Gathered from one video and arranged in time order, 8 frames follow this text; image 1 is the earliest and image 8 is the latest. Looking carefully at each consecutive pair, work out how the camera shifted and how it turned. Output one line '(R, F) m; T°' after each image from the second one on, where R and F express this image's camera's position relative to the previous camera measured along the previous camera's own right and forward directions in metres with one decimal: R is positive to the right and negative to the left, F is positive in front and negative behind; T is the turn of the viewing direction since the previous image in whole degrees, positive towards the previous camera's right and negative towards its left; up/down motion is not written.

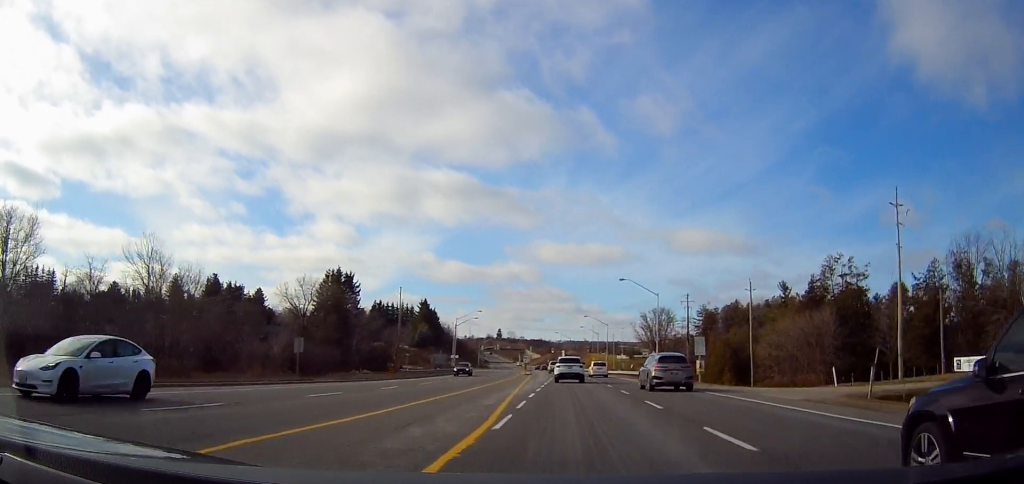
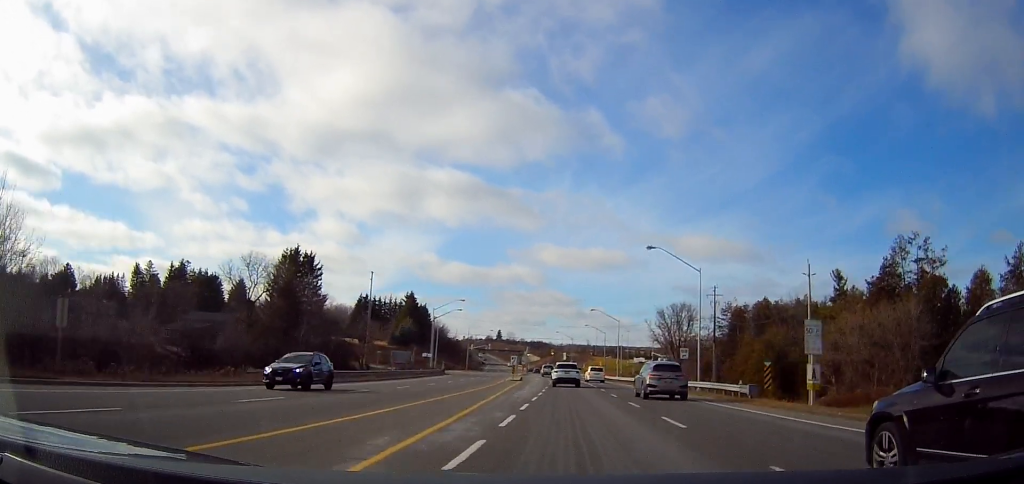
(0.0, +22.0) m; 0°
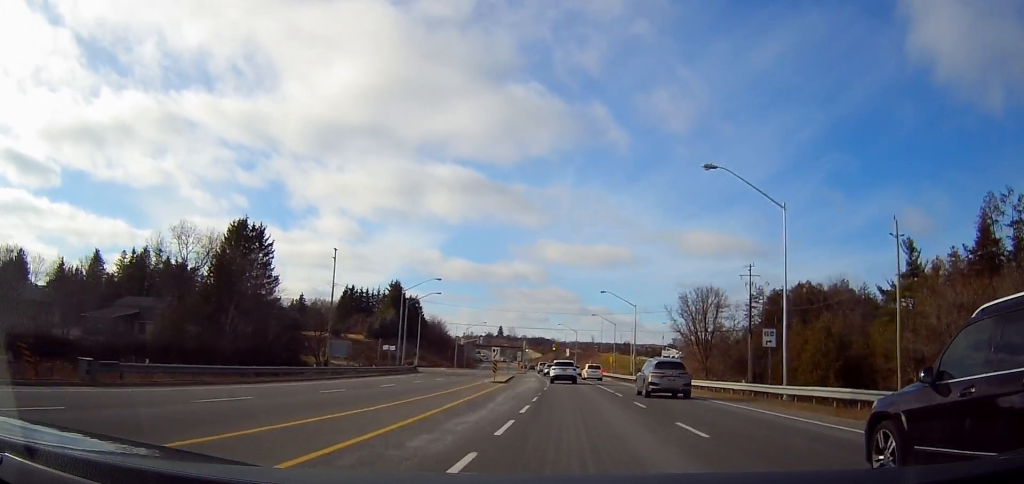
(+0.3, +19.8) m; 0°
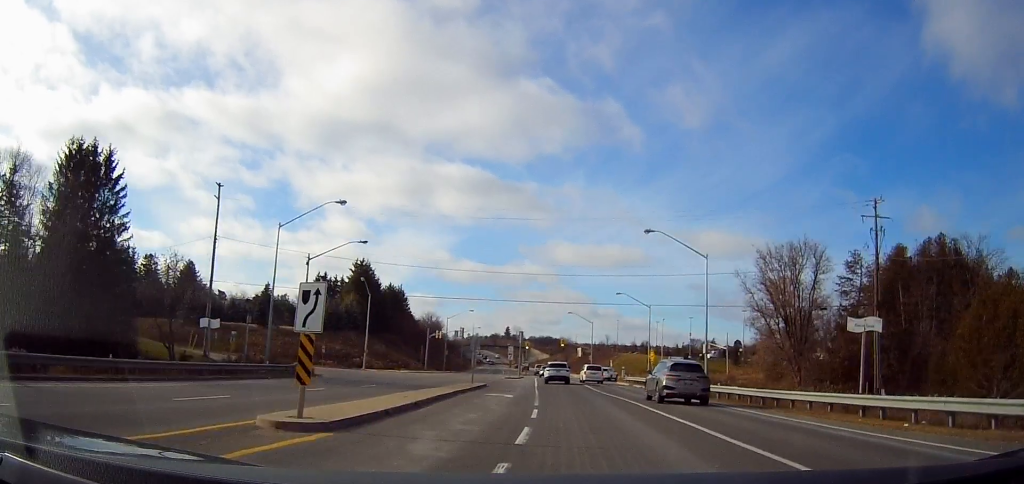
(-1.8, +36.3) m; -3°
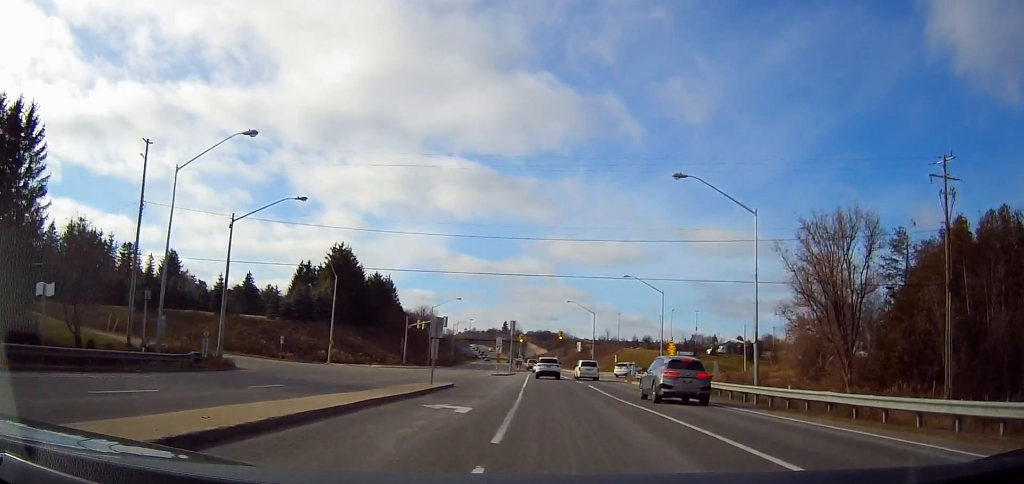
(+0.3, +12.0) m; +1°
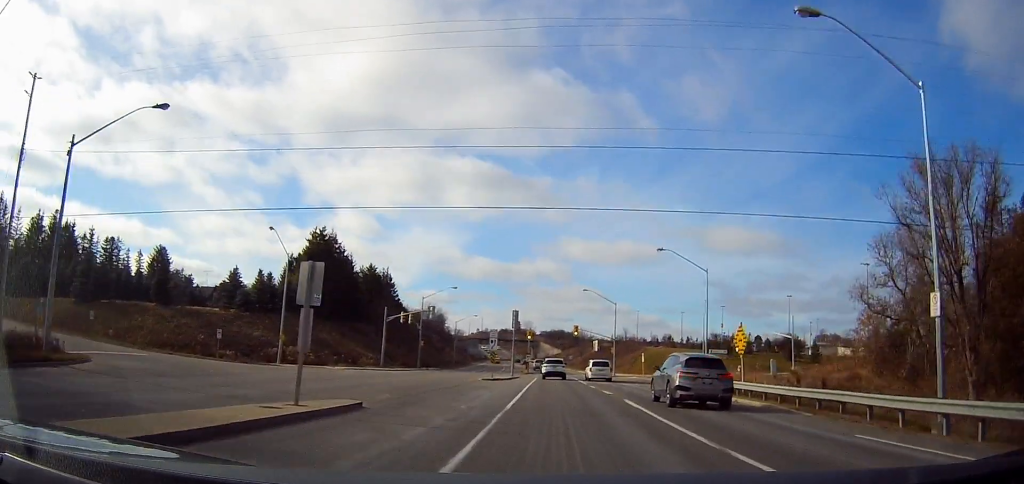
(+0.2, +16.1) m; 0°
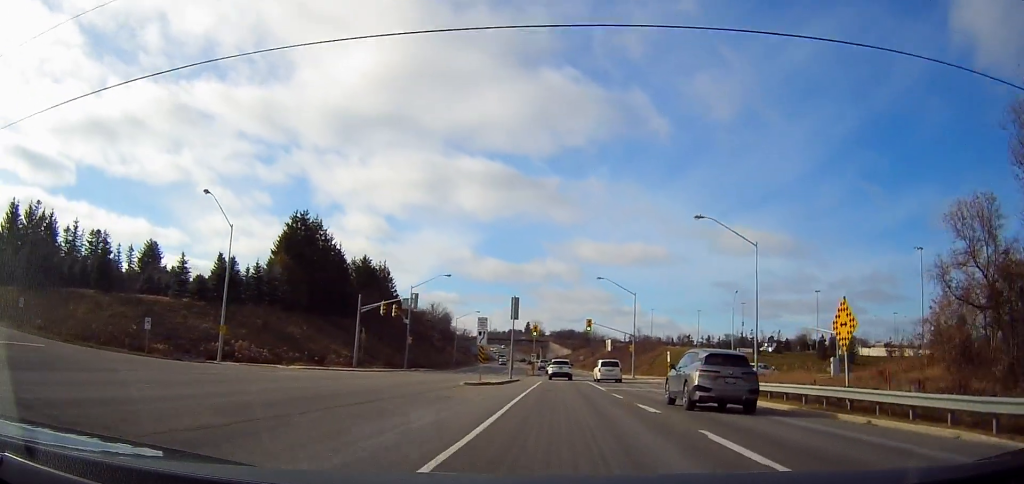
(0.0, +11.7) m; -1°
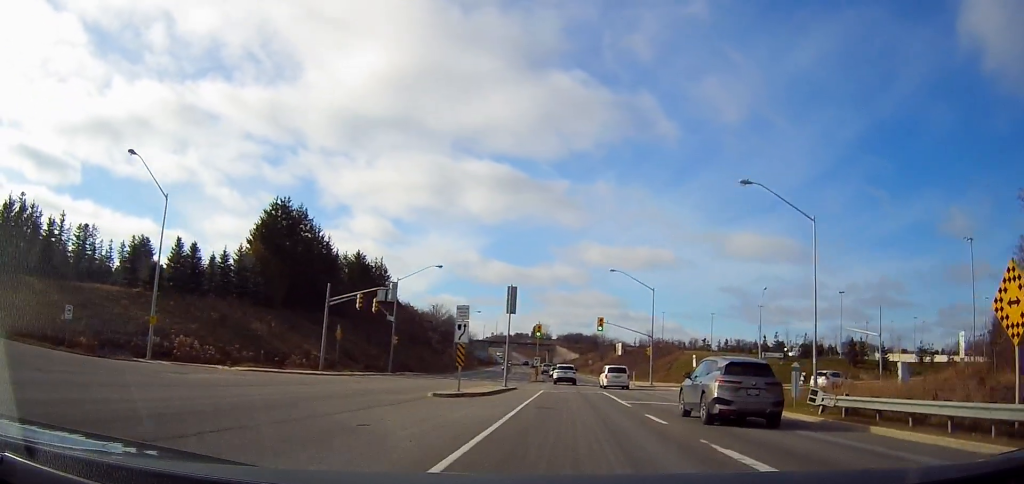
(-0.3, +9.2) m; -1°
